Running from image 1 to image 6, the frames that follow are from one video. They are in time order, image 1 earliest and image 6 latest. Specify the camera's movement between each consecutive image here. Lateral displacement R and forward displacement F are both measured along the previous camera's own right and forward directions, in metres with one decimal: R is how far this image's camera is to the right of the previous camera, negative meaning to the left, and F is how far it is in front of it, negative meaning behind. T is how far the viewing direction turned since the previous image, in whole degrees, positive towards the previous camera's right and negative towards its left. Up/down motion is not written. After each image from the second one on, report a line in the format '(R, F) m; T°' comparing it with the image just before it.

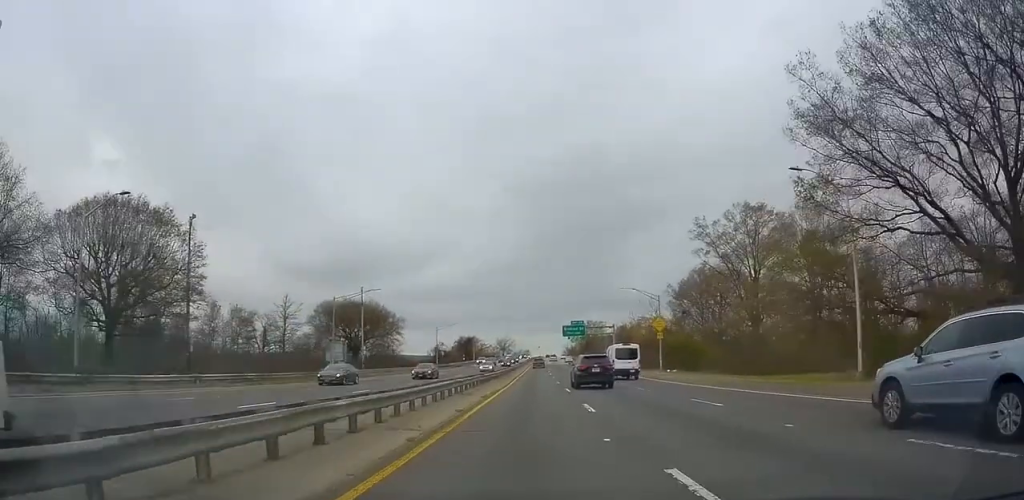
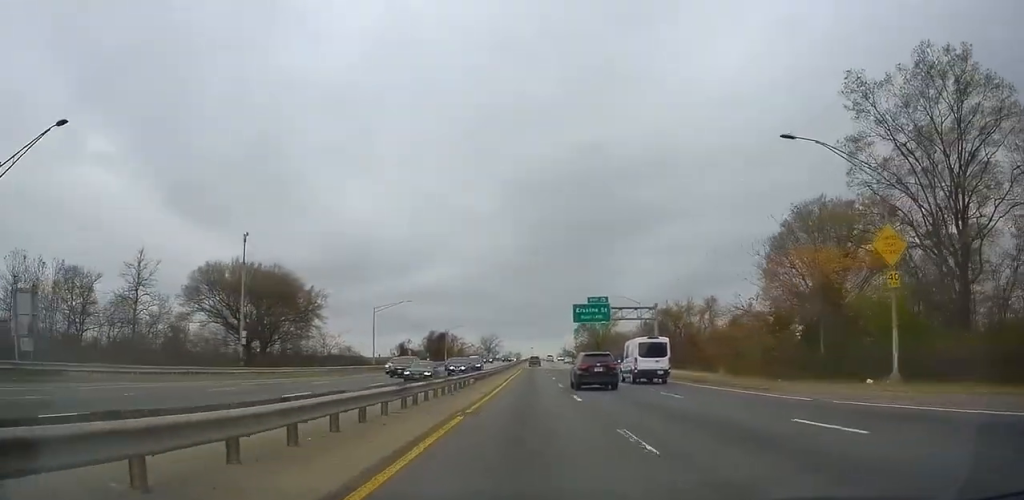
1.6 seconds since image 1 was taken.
(-0.1, +43.7) m; -1°
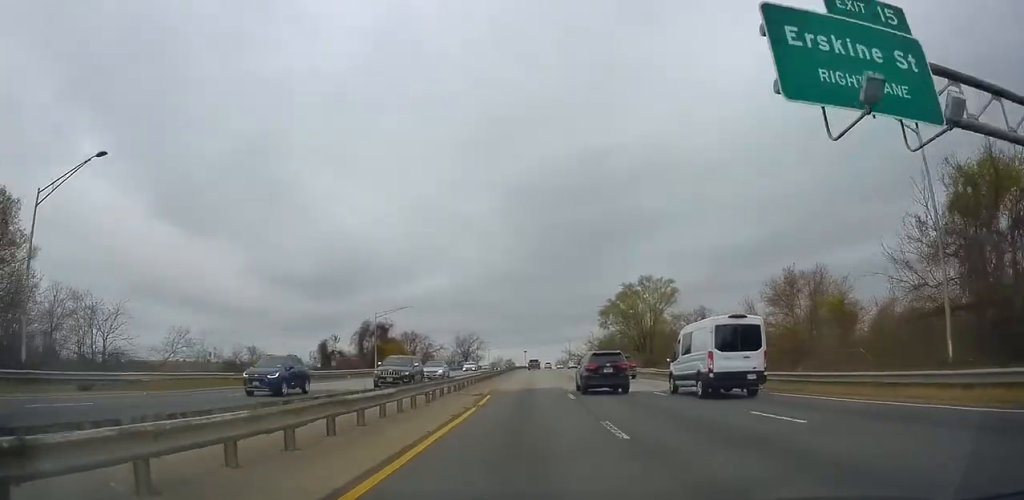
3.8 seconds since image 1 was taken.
(+0.5, +57.7) m; +2°
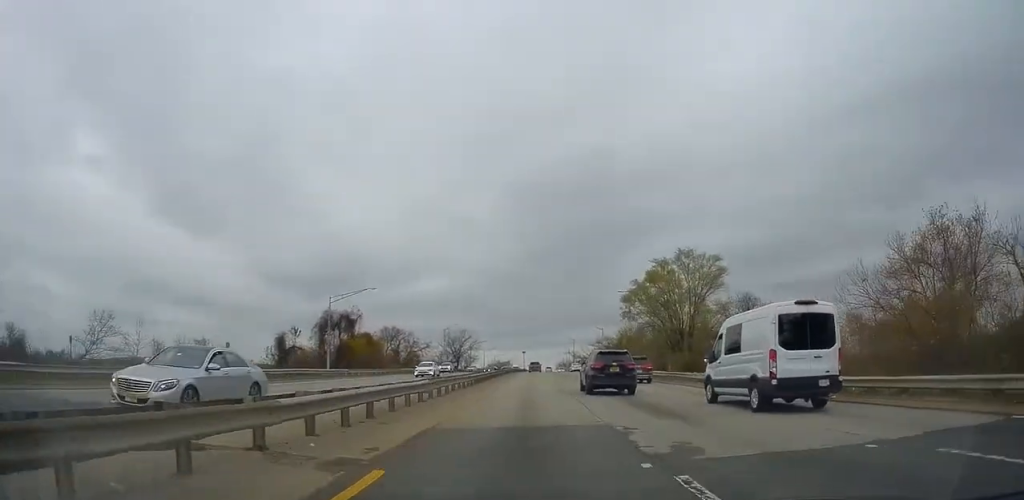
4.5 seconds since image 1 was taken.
(0.0, +18.3) m; 0°
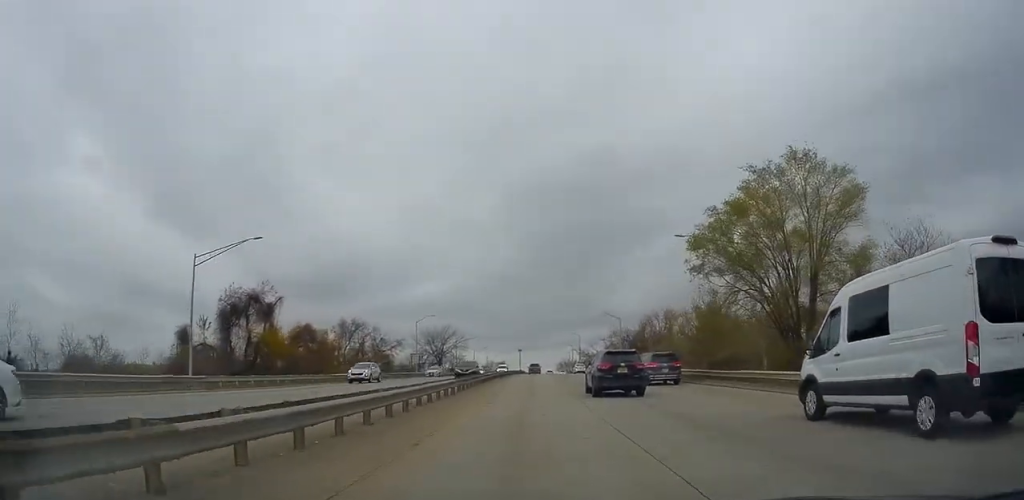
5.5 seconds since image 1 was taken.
(-0.1, +25.6) m; 0°
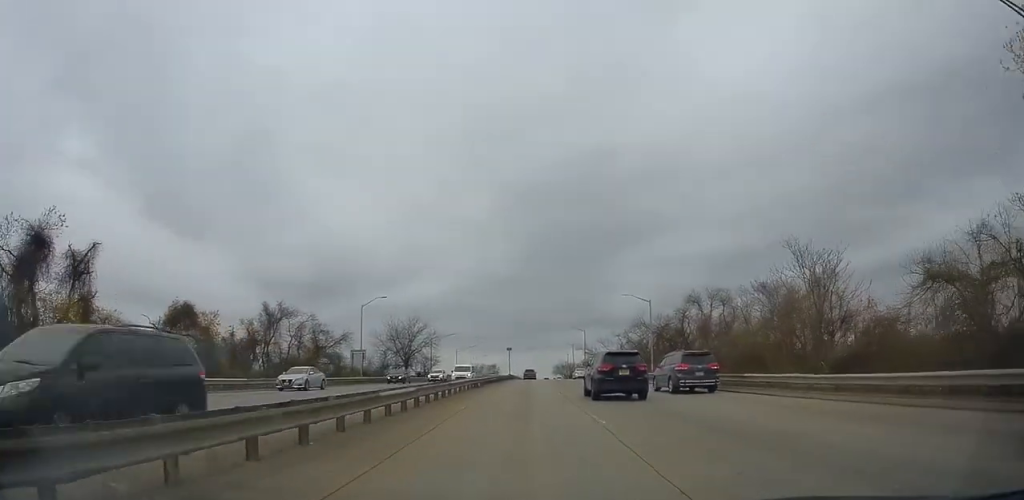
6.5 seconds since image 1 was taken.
(+0.1, +26.3) m; 0°
